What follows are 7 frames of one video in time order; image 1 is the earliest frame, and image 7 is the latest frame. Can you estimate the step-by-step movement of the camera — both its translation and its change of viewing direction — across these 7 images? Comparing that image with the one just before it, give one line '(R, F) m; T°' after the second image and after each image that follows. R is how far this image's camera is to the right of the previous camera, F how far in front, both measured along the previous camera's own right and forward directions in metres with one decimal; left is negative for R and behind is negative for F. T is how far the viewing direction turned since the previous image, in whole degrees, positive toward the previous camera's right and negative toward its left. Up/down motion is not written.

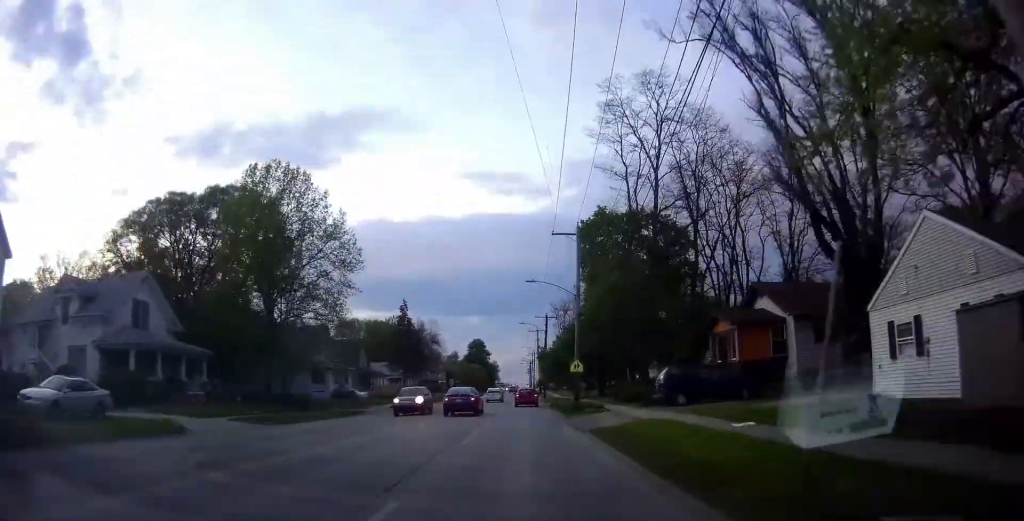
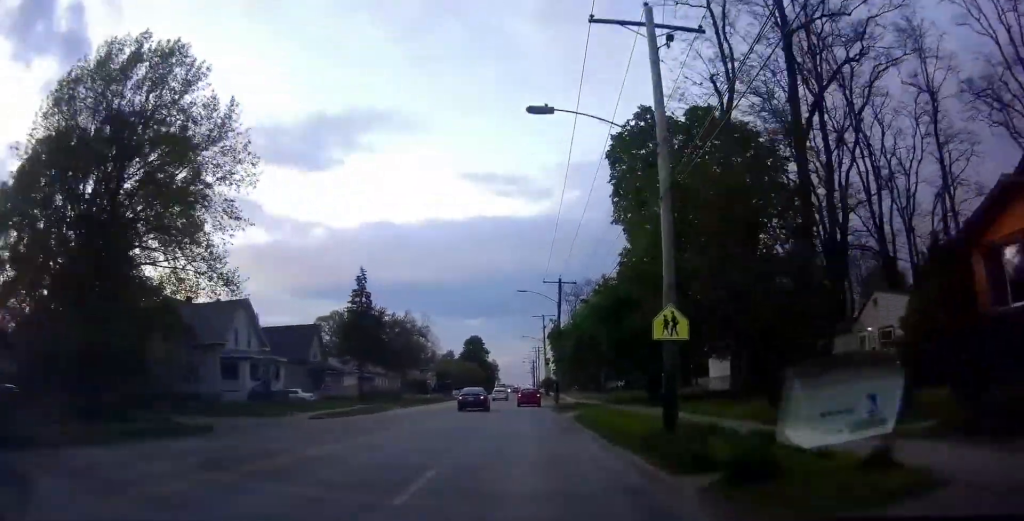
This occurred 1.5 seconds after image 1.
(0.0, +22.0) m; 0°
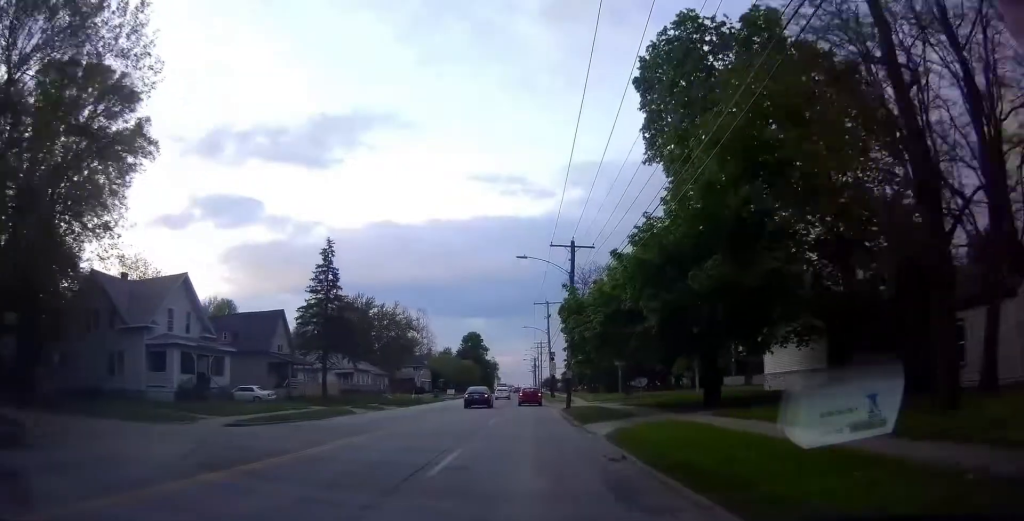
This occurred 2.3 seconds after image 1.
(0.0, +11.2) m; 0°
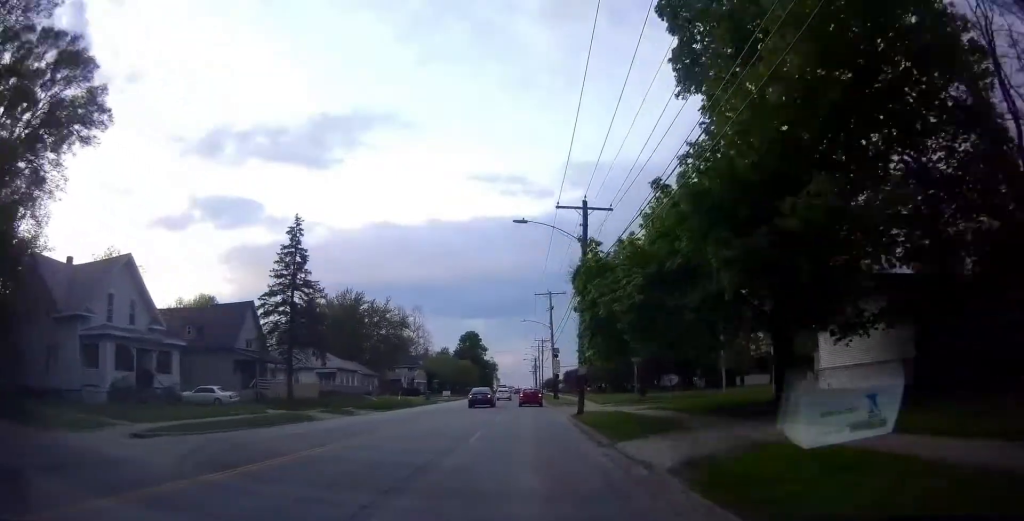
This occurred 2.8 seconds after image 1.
(0.0, +7.2) m; 0°
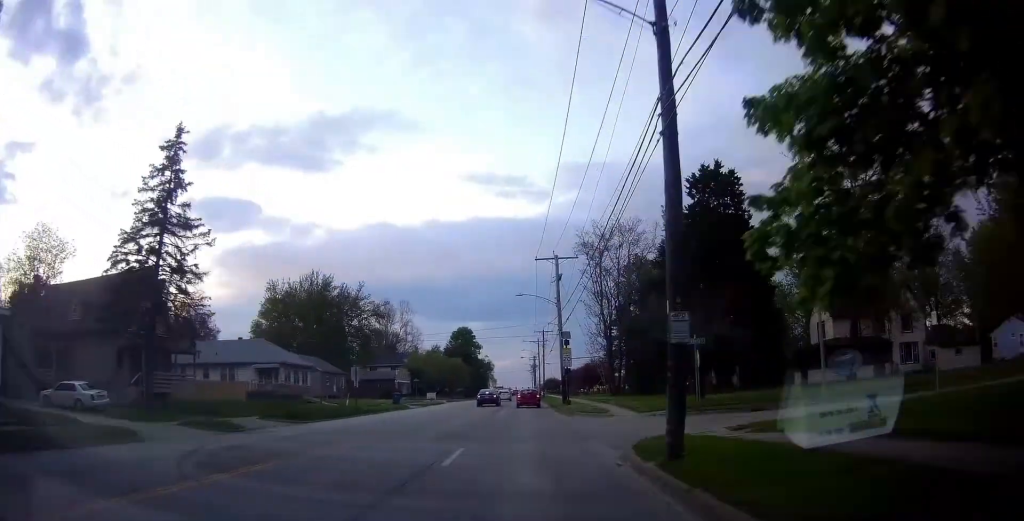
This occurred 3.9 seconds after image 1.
(0.0, +16.0) m; 0°
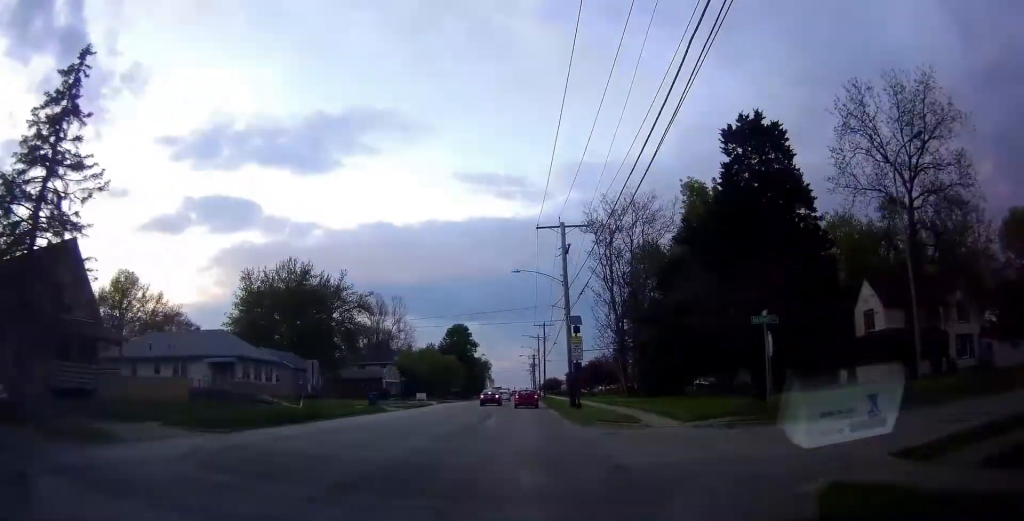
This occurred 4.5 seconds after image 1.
(0.0, +7.9) m; 0°
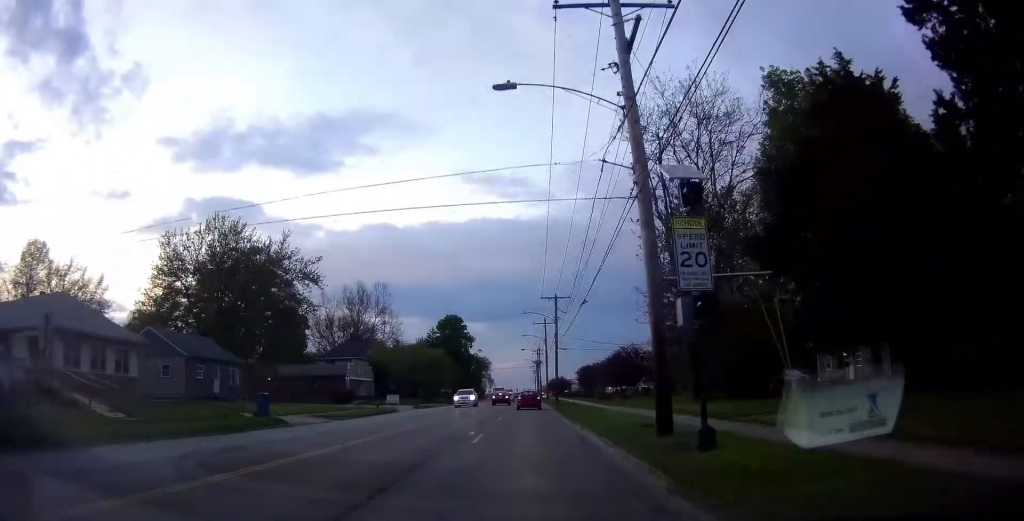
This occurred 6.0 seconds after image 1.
(0.0, +20.5) m; 0°
